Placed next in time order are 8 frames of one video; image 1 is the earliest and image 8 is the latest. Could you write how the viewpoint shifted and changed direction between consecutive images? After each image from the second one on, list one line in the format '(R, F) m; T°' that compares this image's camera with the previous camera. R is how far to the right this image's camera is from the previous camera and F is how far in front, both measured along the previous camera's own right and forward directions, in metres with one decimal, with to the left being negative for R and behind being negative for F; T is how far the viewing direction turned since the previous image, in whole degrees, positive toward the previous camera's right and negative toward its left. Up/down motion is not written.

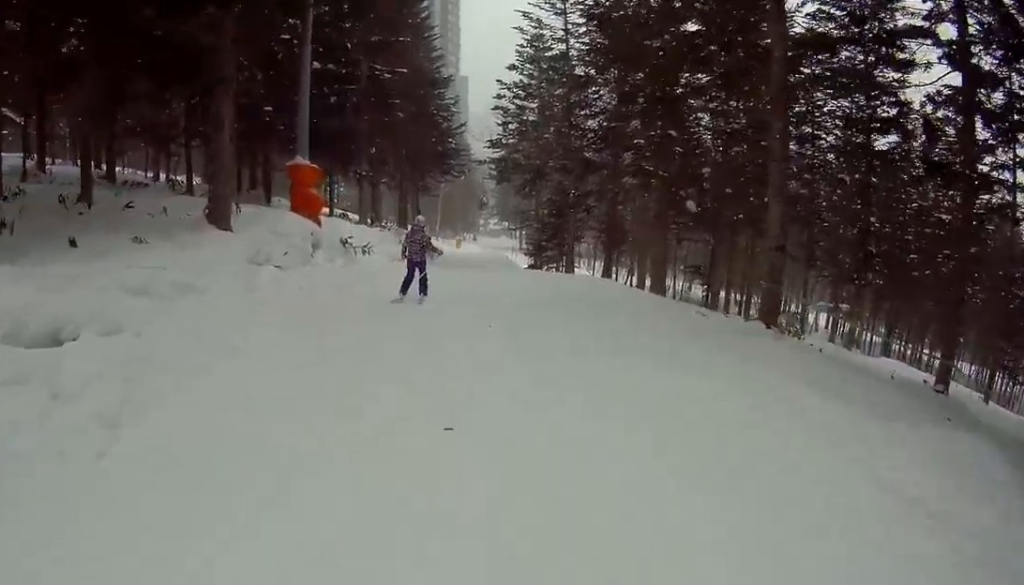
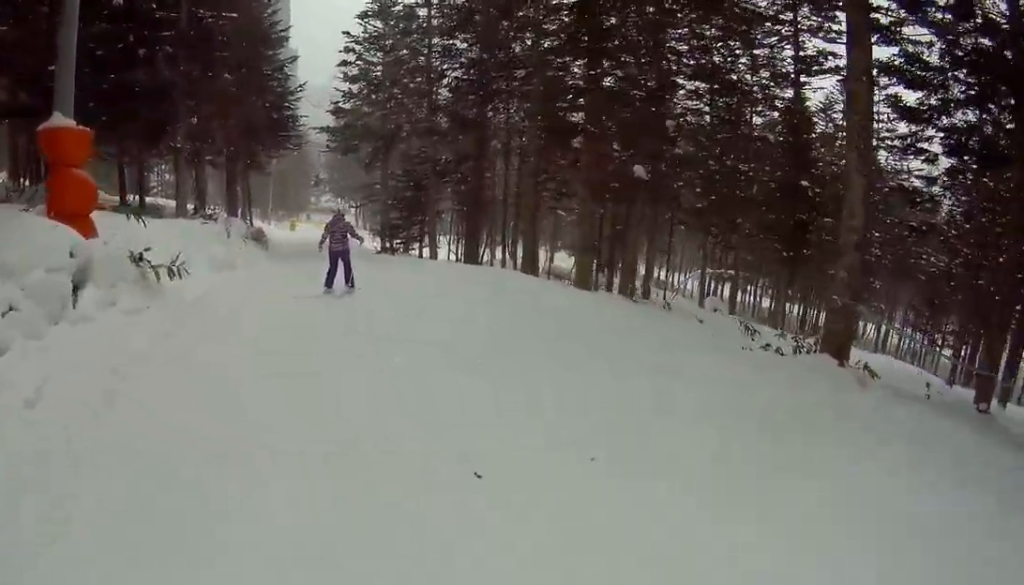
(+0.1, +5.3) m; +5°
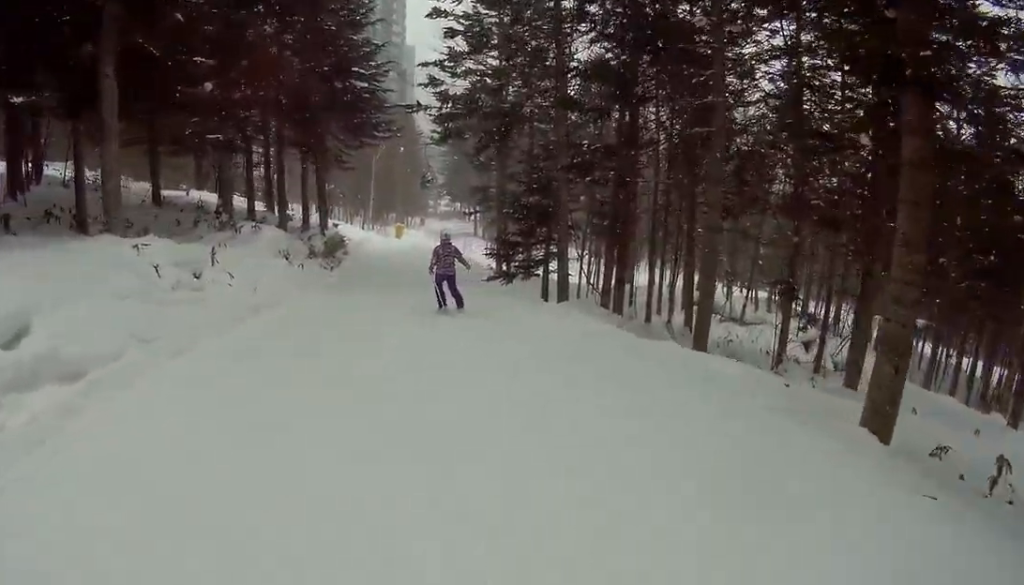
(+1.0, +8.2) m; +11°
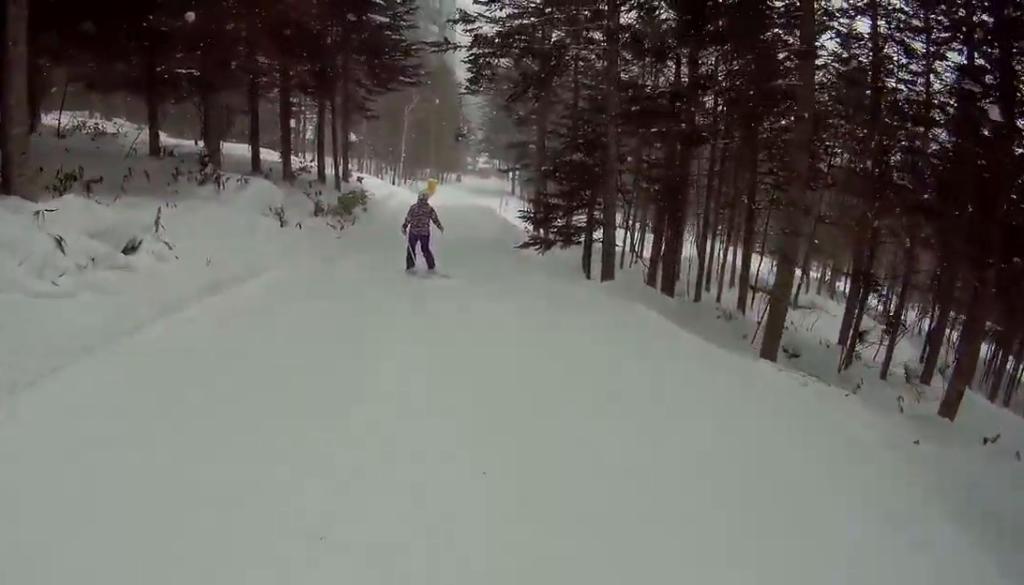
(+0.3, +2.6) m; 0°
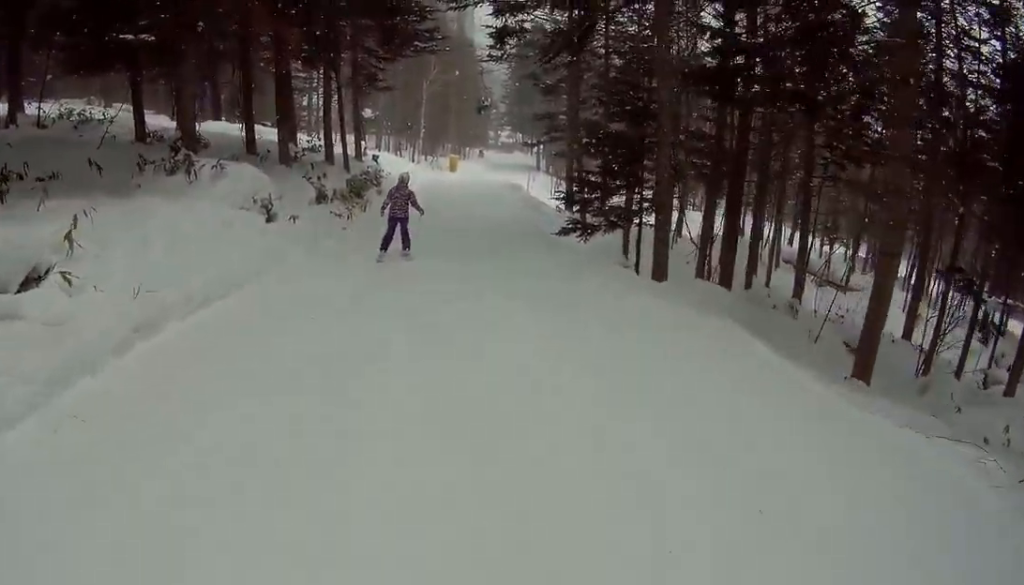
(-0.2, +2.6) m; -3°
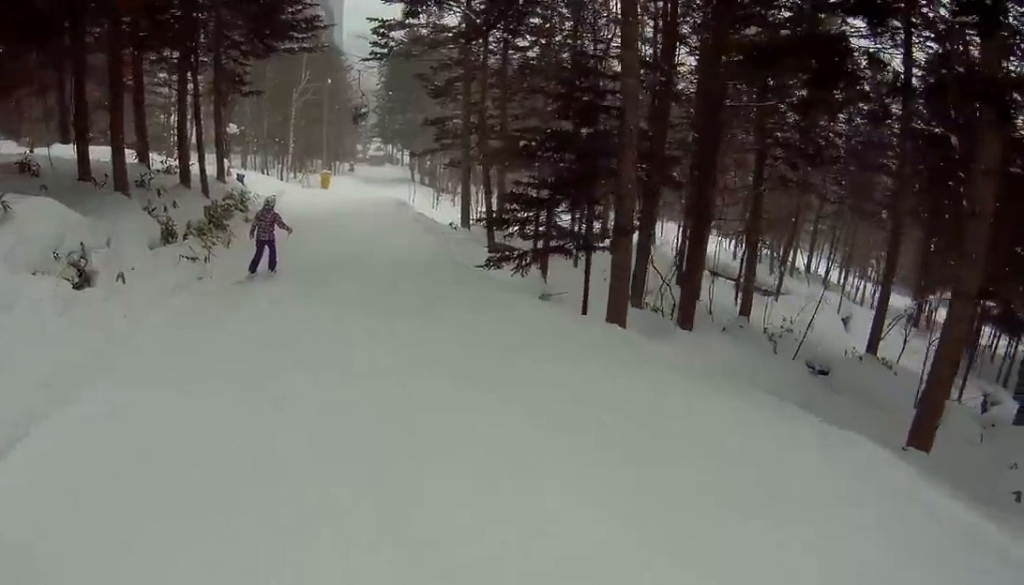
(-0.3, +4.0) m; -5°
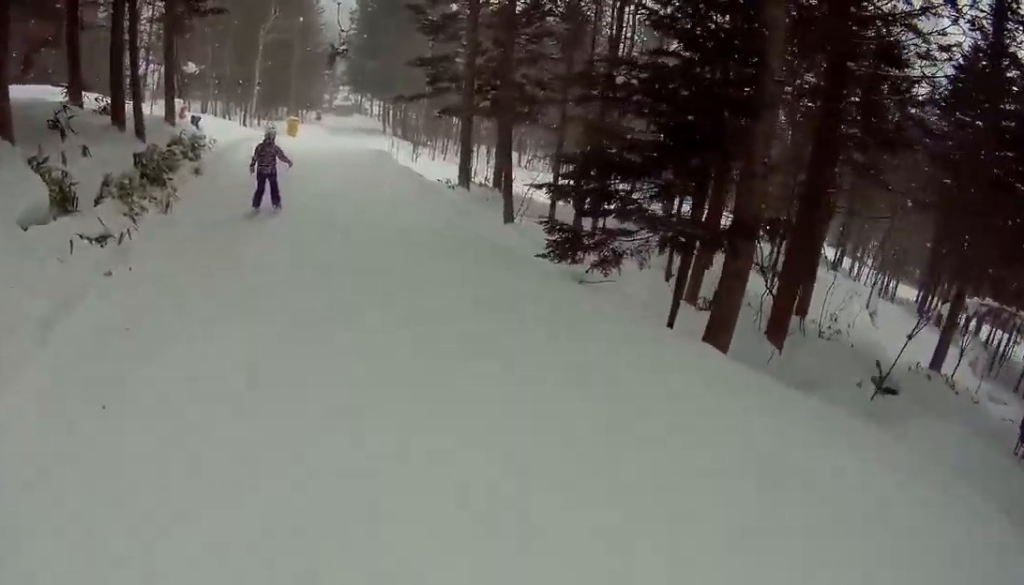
(0.0, +4.1) m; -4°
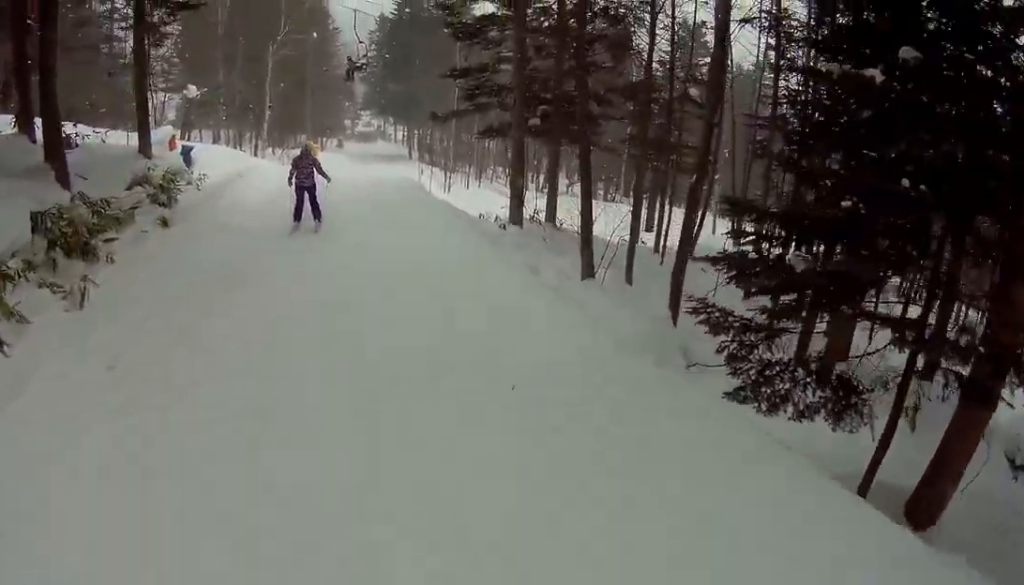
(-0.2, +4.2) m; +1°
